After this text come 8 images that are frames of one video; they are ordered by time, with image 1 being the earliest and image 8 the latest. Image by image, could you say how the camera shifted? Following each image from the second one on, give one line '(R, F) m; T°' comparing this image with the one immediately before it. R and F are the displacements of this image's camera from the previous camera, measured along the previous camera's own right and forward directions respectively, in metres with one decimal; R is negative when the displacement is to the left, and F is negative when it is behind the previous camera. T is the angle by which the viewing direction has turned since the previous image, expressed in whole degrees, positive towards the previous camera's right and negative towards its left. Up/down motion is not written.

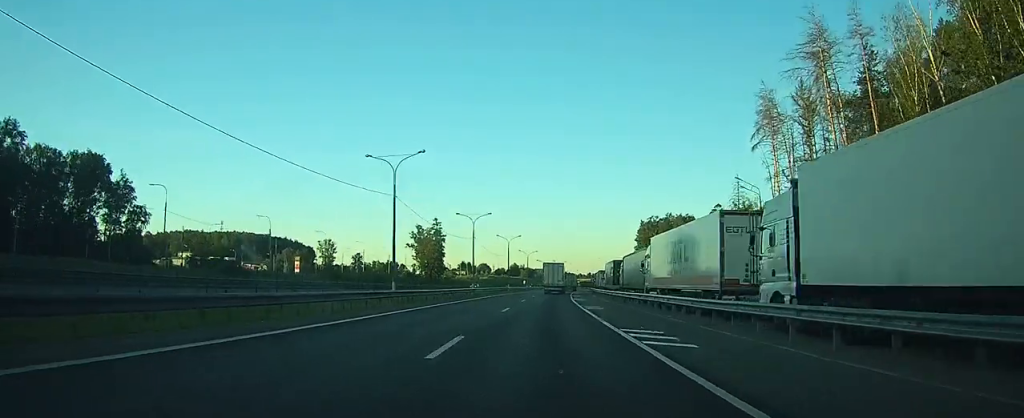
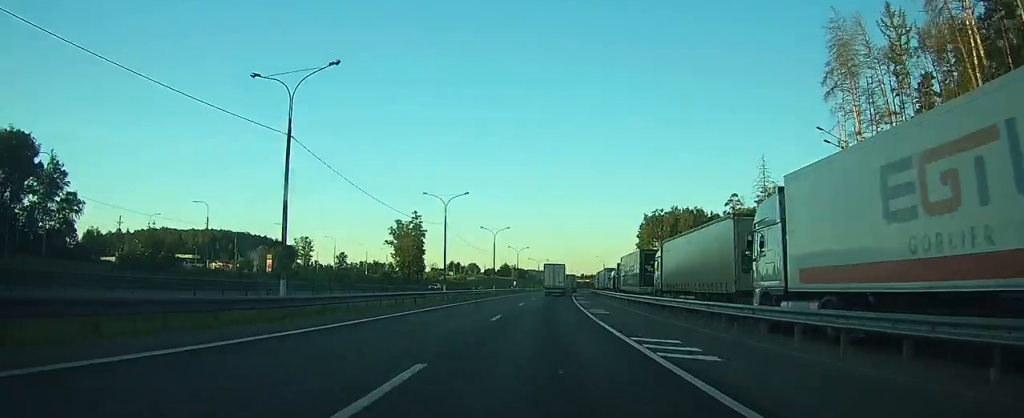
(+0.1, +20.3) m; +1°
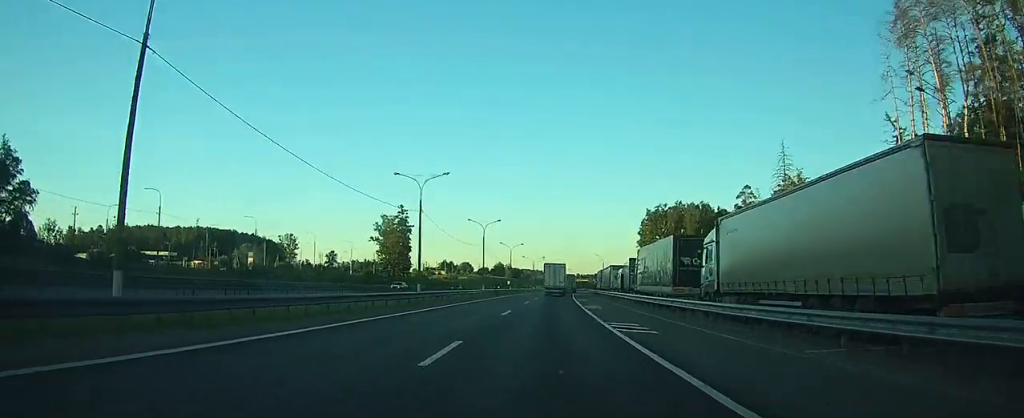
(+0.1, +11.9) m; 0°
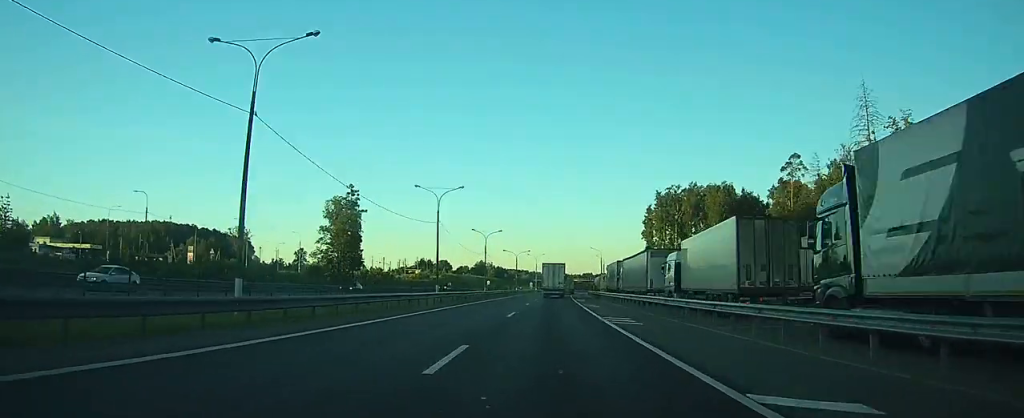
(+0.4, +32.1) m; +1°
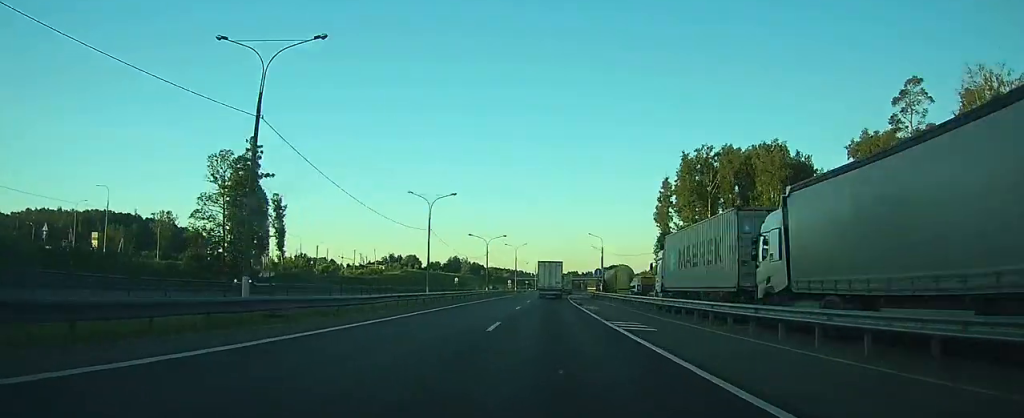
(+0.3, +38.4) m; +1°
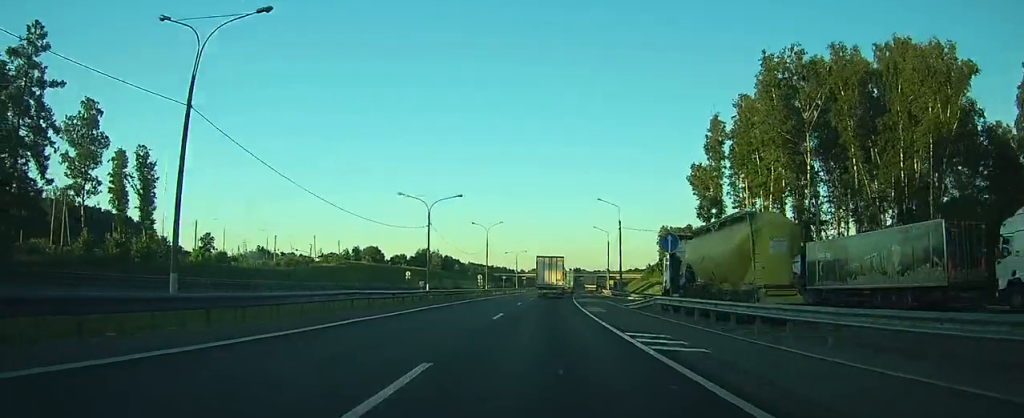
(+0.5, +41.6) m; +2°
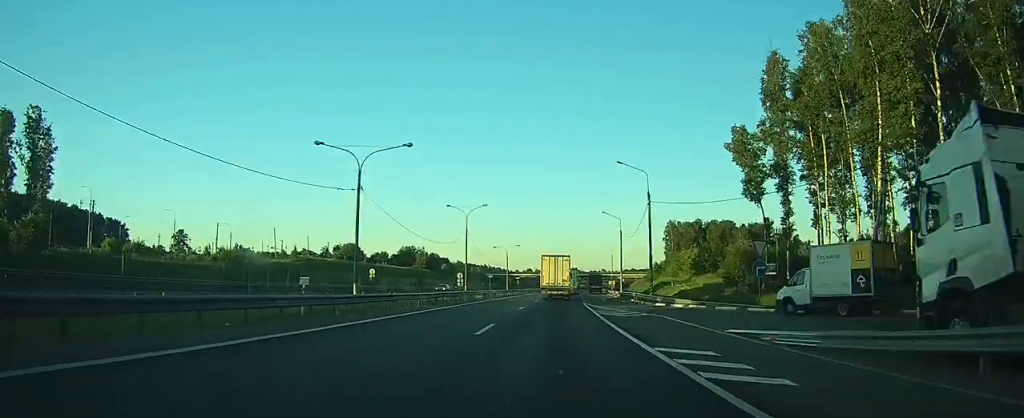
(+0.3, +21.7) m; +1°
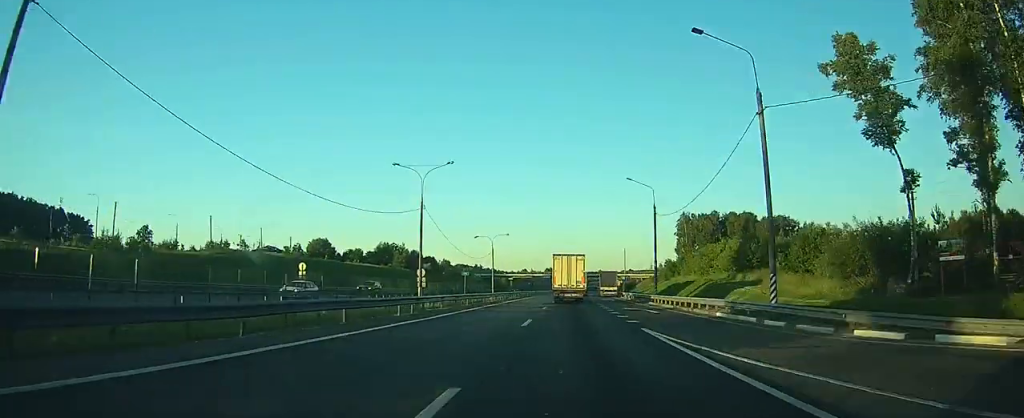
(+0.1, +27.0) m; +2°
